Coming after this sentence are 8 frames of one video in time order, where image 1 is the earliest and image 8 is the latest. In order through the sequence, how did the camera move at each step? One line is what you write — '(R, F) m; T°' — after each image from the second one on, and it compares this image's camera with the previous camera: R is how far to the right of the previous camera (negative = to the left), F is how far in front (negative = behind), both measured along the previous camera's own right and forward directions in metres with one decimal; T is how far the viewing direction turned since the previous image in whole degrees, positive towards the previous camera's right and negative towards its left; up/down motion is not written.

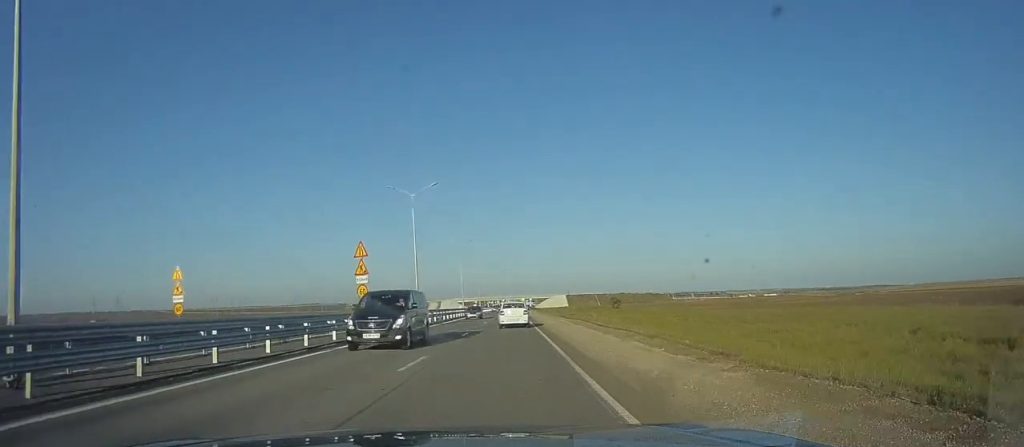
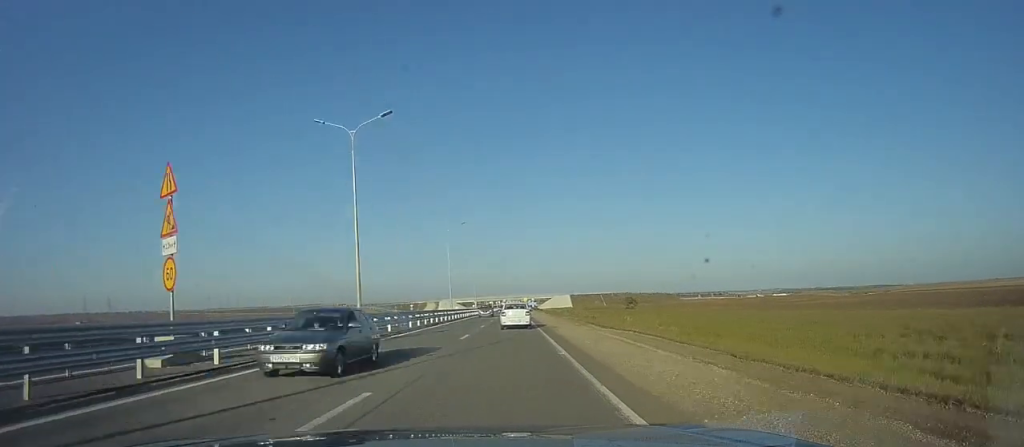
(0.0, +18.2) m; -1°
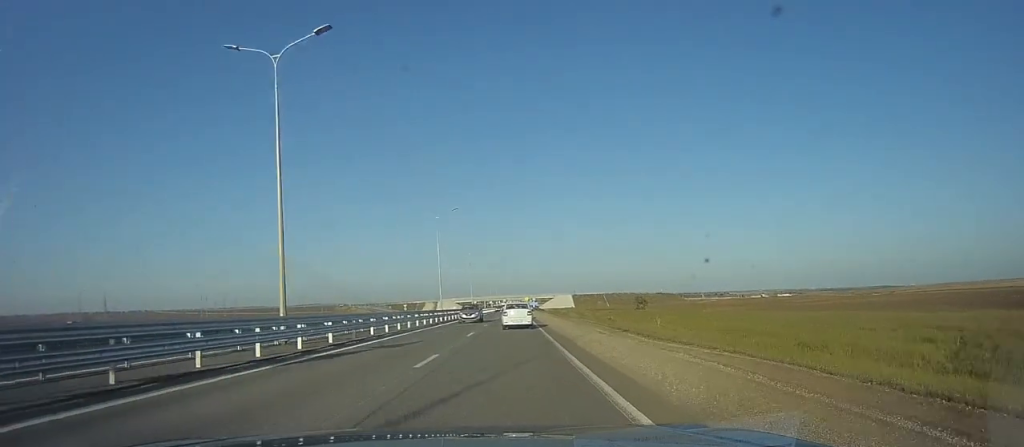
(+0.1, +9.9) m; -2°
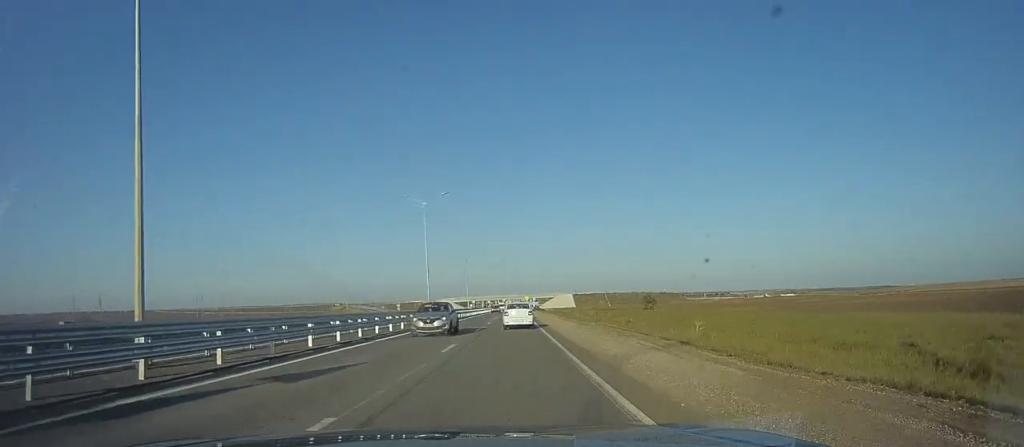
(-0.2, +8.5) m; -1°
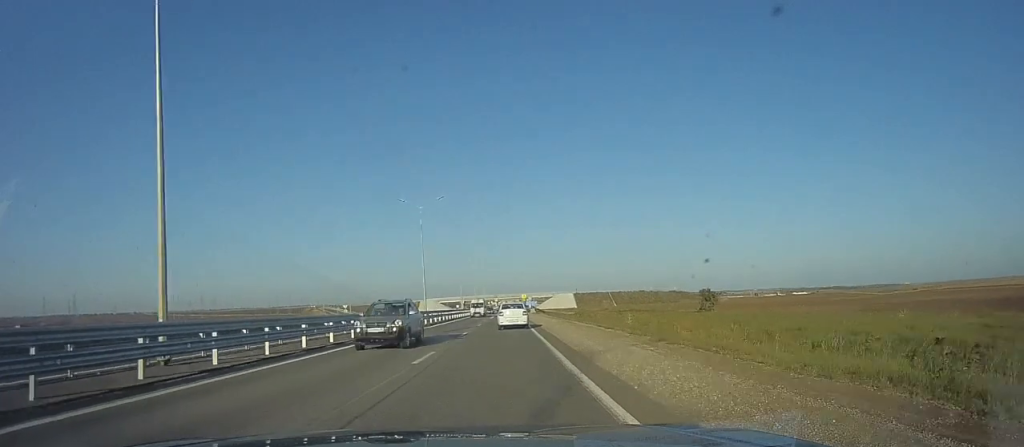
(+0.6, +38.7) m; +3°
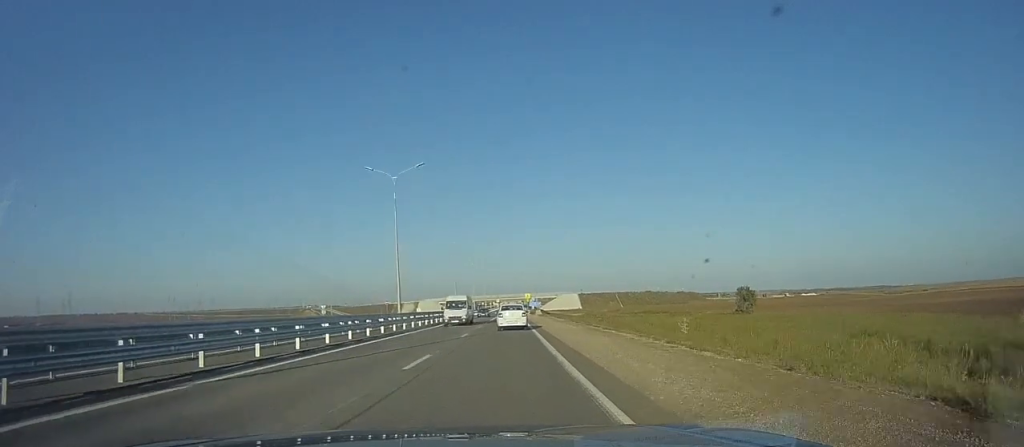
(0.0, +12.2) m; 0°
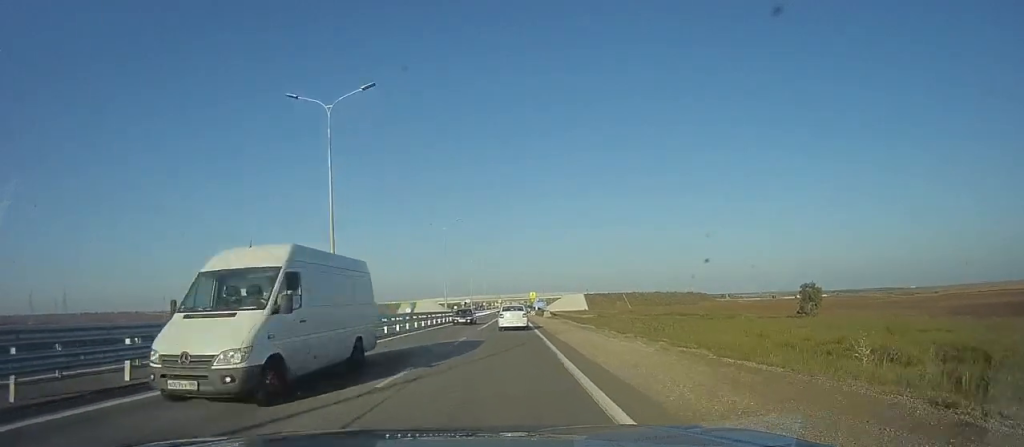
(0.0, +14.9) m; +1°
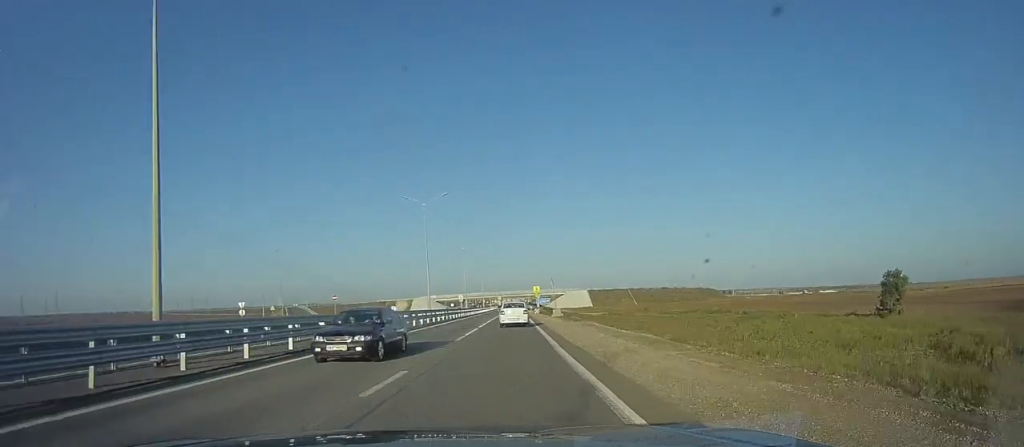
(+0.3, +13.0) m; 0°
